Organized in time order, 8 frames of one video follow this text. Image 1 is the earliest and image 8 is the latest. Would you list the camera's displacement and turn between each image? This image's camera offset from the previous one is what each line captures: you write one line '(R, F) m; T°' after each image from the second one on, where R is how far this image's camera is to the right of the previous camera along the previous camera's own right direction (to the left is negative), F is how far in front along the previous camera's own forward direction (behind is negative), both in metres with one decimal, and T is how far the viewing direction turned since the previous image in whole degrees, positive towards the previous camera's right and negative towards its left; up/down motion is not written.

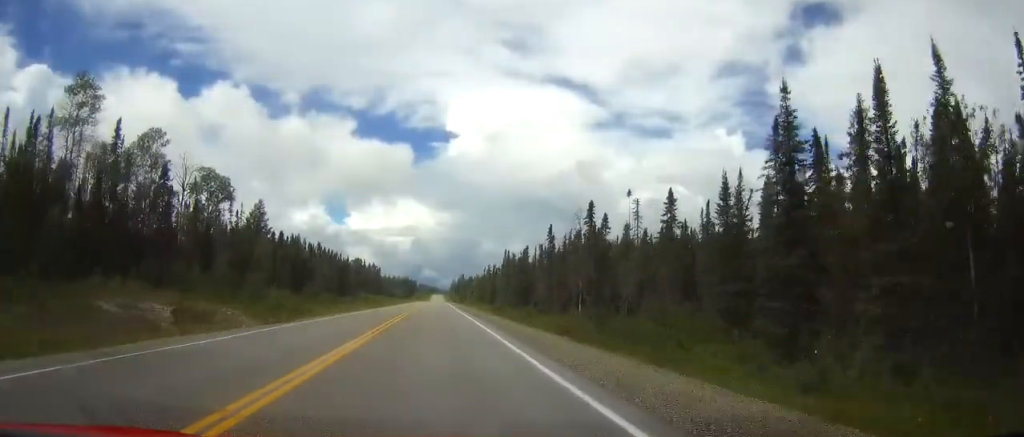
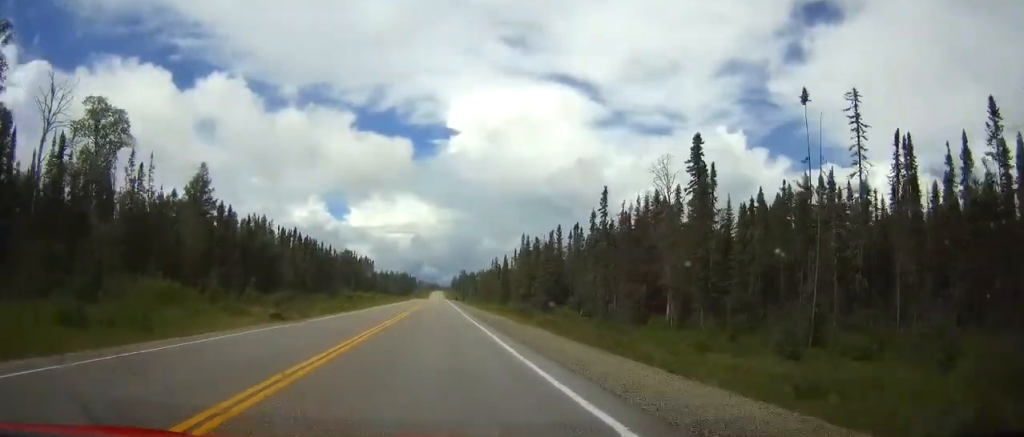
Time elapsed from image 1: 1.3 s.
(0.0, +39.2) m; 0°
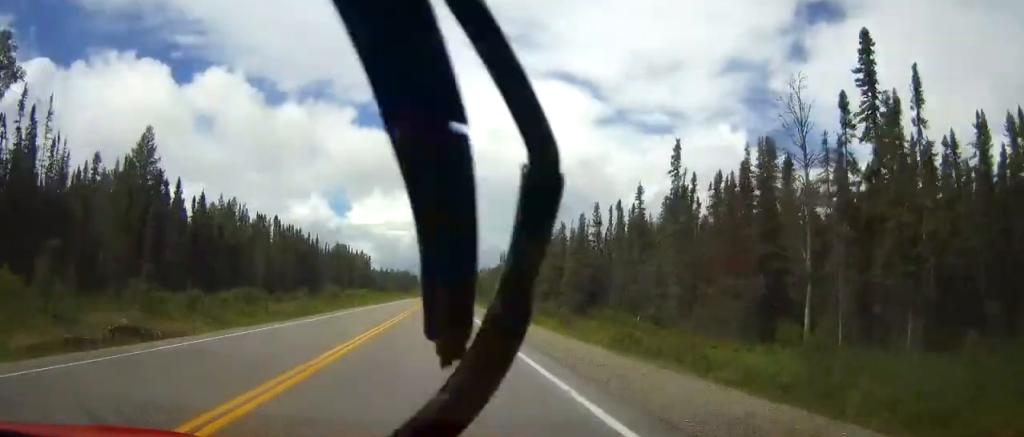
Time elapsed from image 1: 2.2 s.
(0.0, +24.7) m; 0°
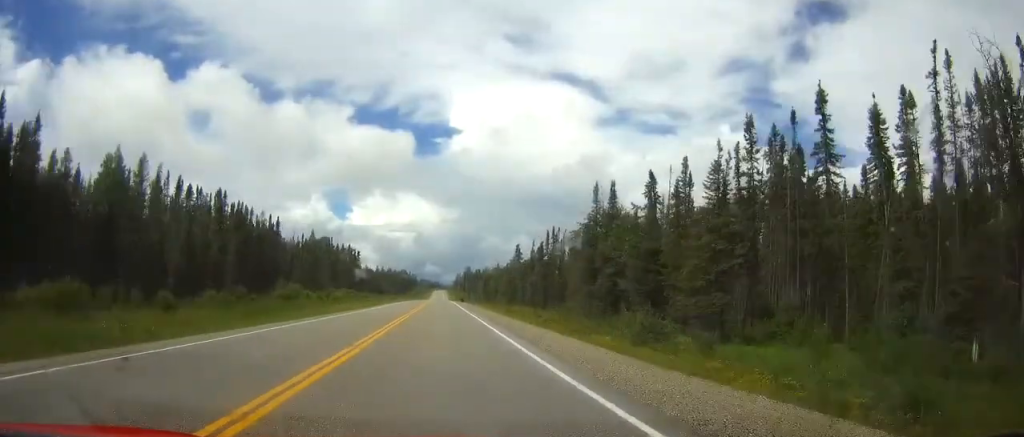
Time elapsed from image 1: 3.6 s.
(-0.2, +43.6) m; 0°
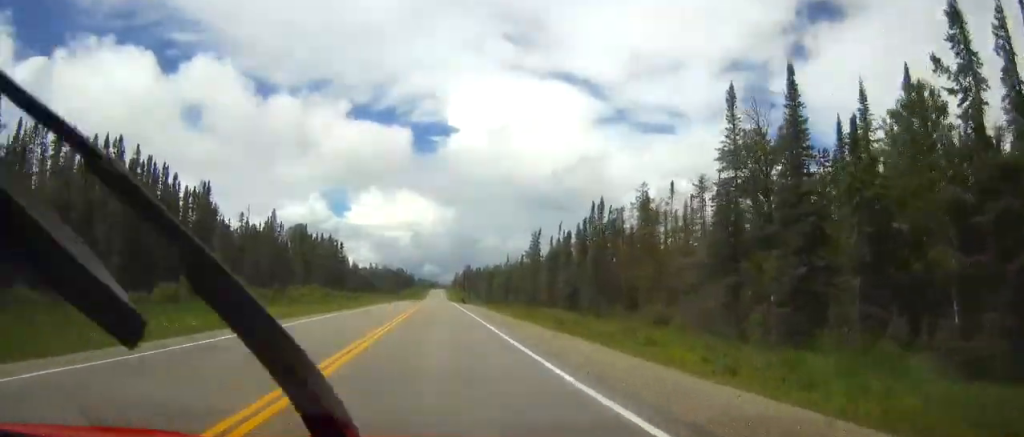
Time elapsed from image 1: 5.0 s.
(+0.3, +40.8) m; 0°
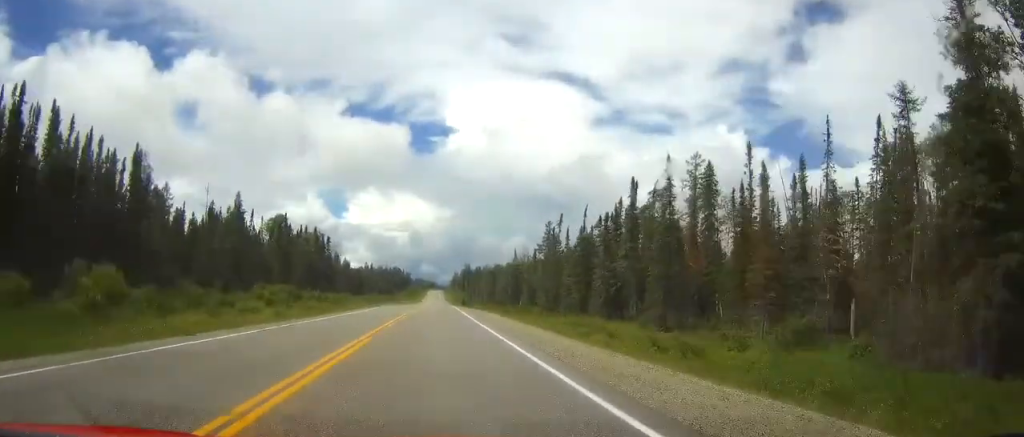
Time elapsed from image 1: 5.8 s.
(-0.1, +24.0) m; 0°
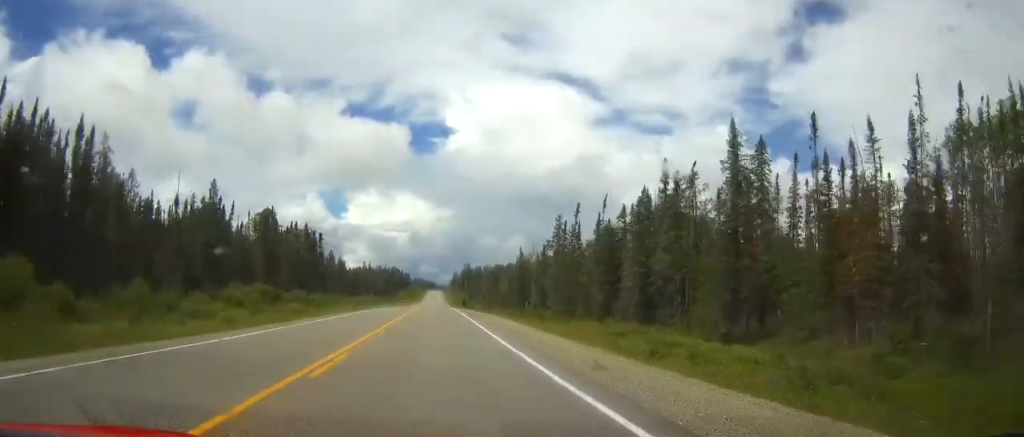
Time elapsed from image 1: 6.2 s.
(0.0, +13.0) m; 0°
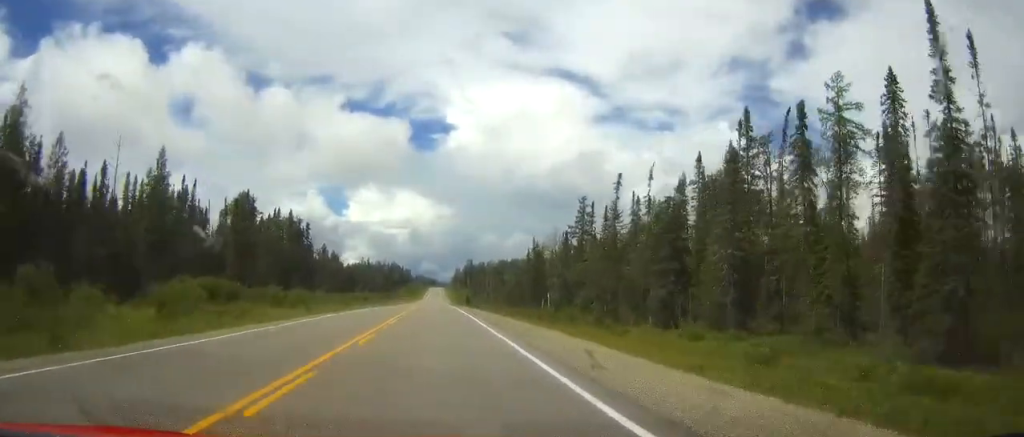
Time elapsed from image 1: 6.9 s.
(0.0, +21.1) m; 0°
